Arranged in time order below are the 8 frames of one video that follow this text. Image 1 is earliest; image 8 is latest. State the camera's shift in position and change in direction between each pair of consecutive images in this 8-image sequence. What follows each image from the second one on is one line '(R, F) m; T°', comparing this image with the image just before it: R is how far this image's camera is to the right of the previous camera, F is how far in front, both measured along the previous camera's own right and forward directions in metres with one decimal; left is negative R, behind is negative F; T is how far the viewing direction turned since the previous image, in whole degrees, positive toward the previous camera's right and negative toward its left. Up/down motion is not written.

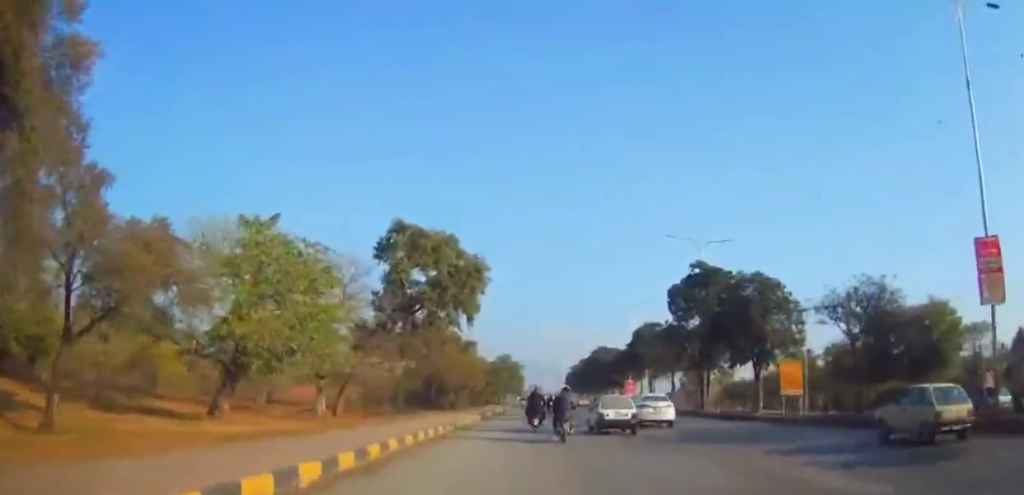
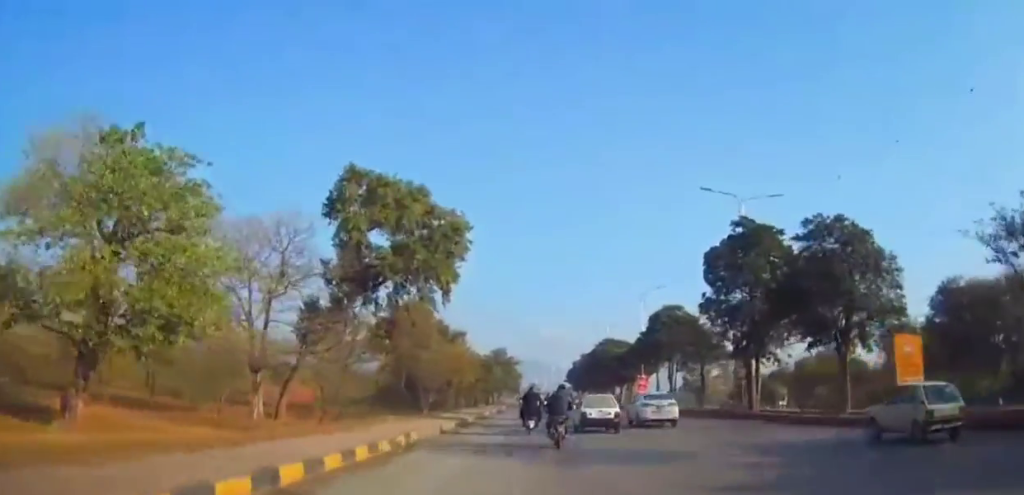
(0.0, +11.0) m; 0°
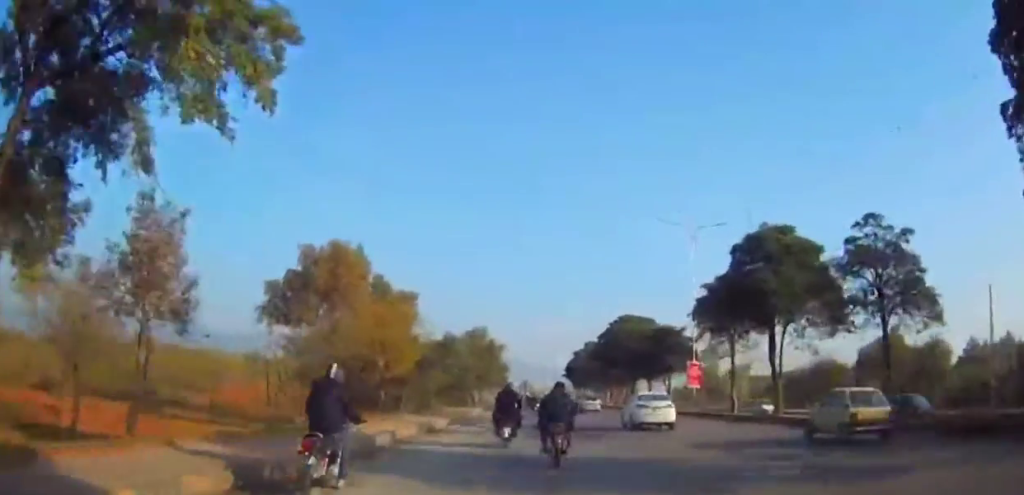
(+0.3, +27.0) m; 0°
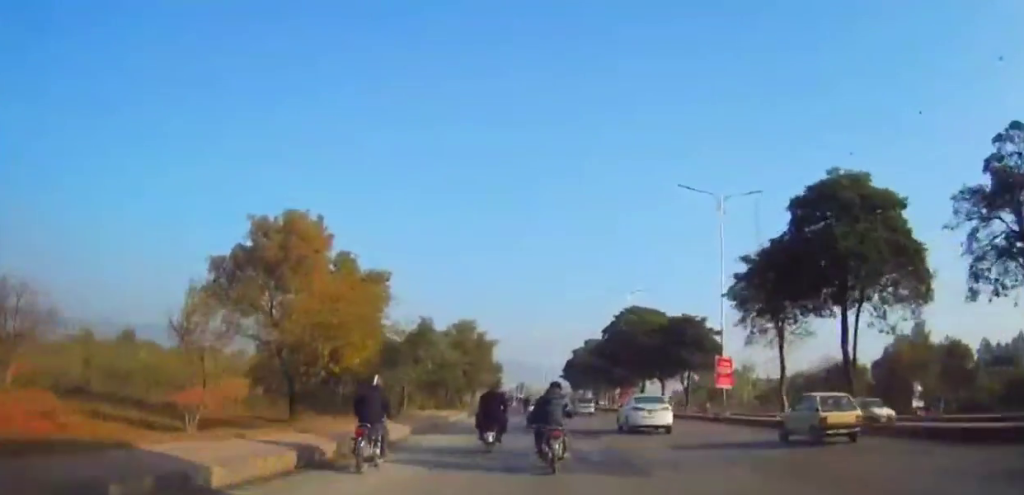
(-0.2, +8.3) m; 0°
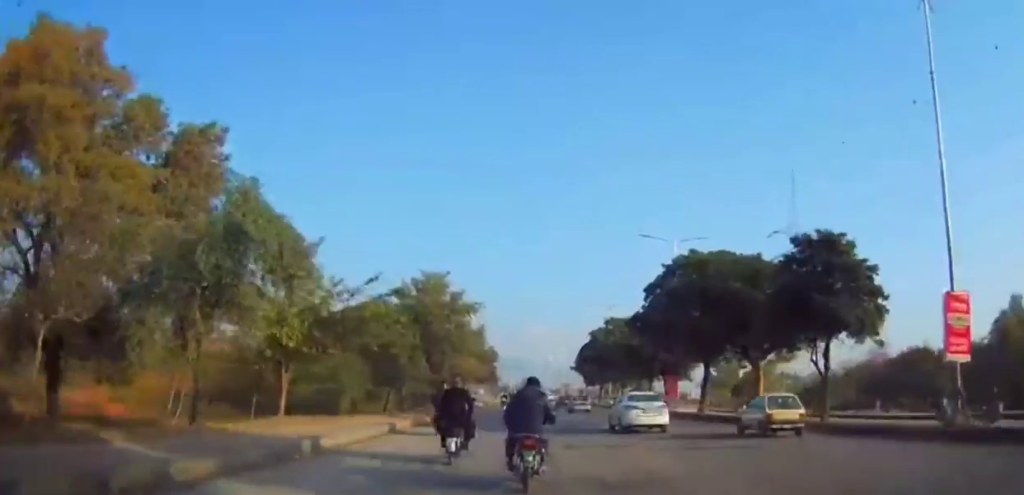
(+0.3, +22.7) m; +1°
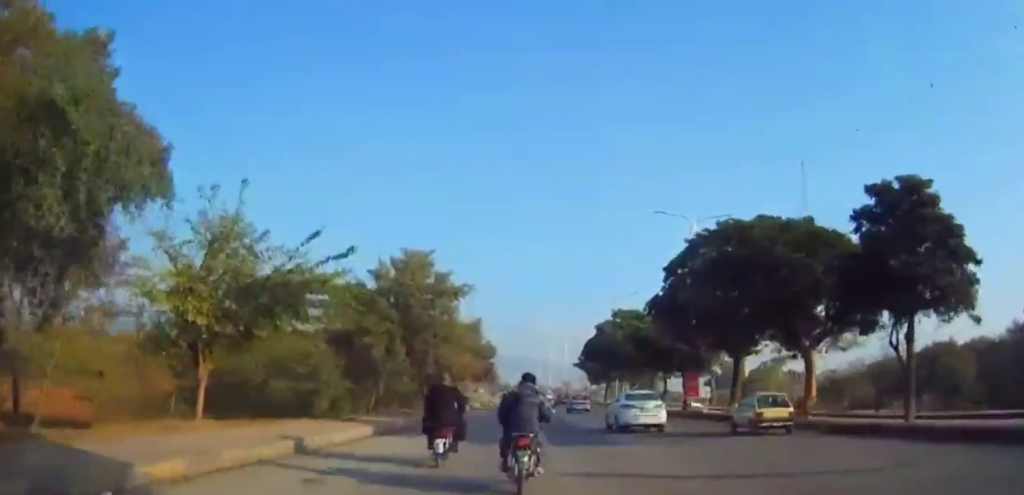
(-0.1, +6.2) m; 0°
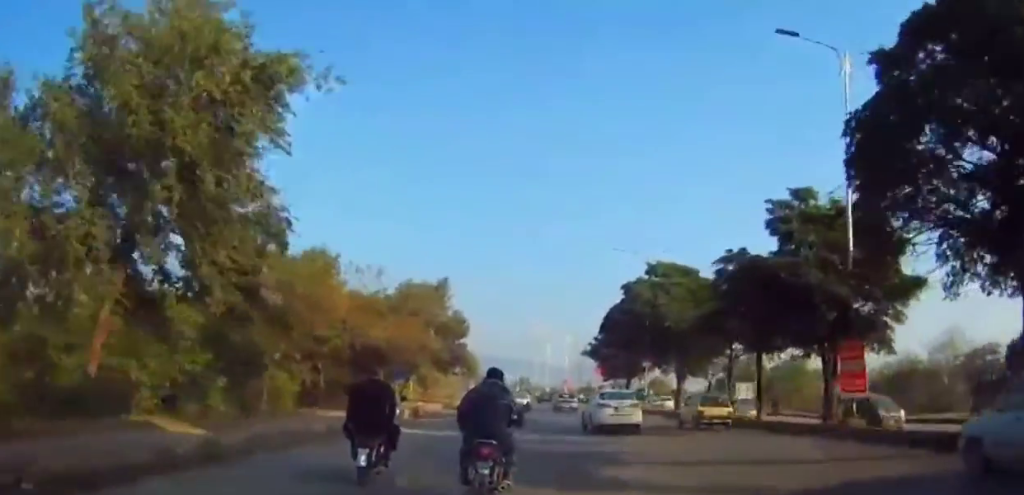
(-0.1, +23.8) m; -1°
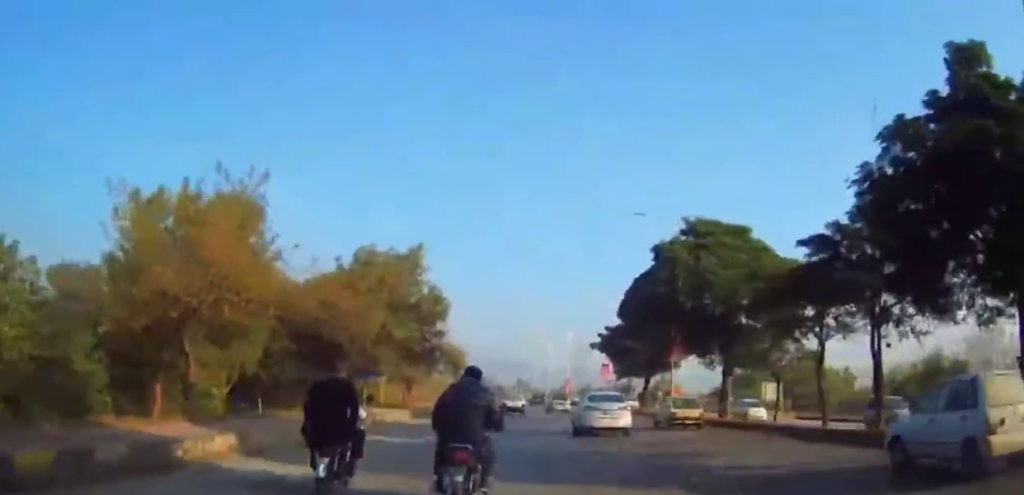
(-0.2, +11.1) m; 0°
